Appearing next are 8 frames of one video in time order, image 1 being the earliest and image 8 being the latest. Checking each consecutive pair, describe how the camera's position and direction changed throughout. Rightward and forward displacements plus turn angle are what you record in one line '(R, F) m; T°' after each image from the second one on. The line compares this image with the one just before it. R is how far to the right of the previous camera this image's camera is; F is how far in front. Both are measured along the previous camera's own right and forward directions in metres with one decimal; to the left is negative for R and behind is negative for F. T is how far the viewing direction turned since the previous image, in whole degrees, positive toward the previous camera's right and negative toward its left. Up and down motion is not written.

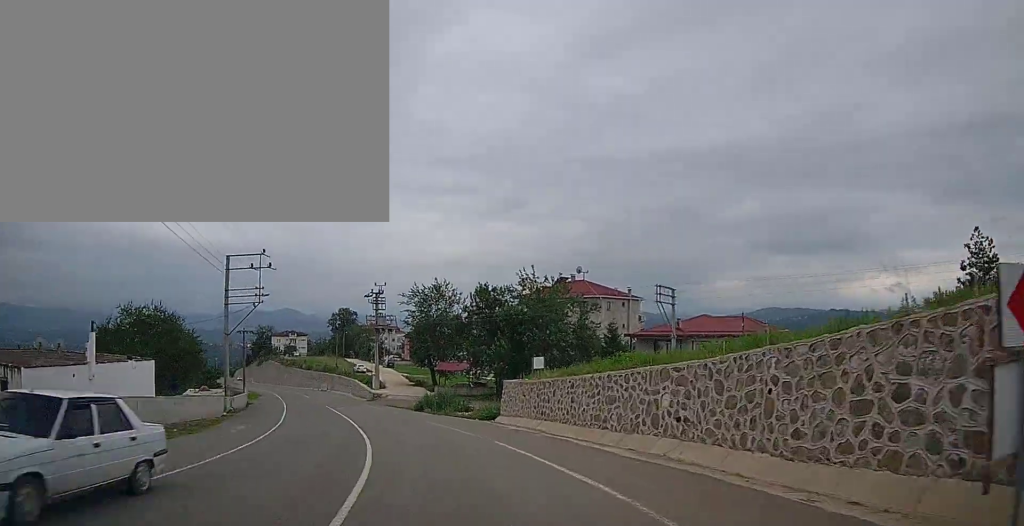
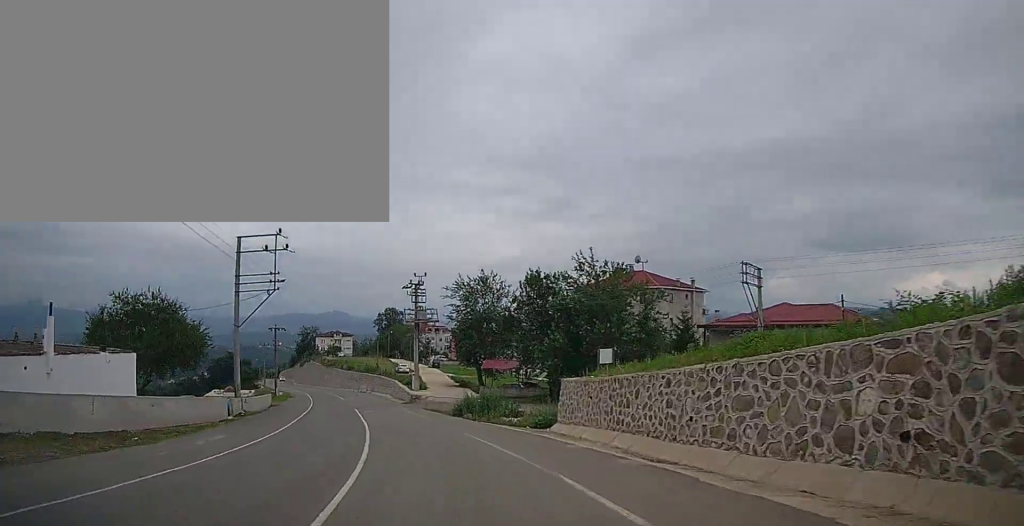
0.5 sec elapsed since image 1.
(-0.1, +6.2) m; -4°
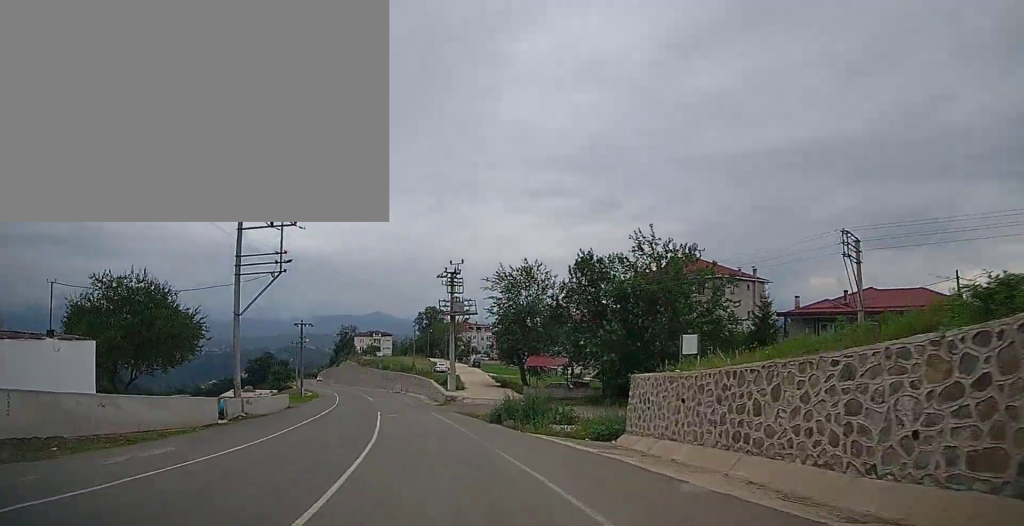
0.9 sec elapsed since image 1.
(-0.3, +5.5) m; -3°
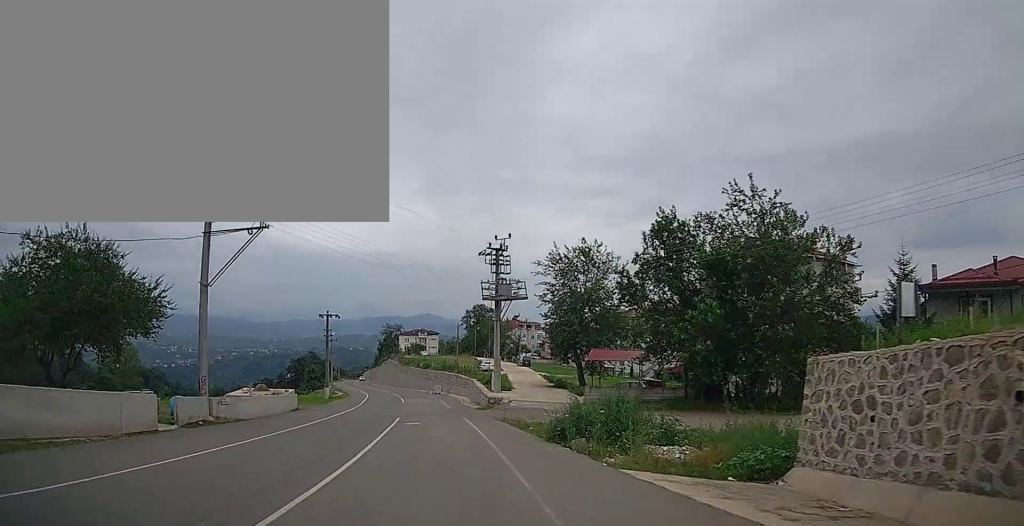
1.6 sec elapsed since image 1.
(-0.3, +9.0) m; -5°
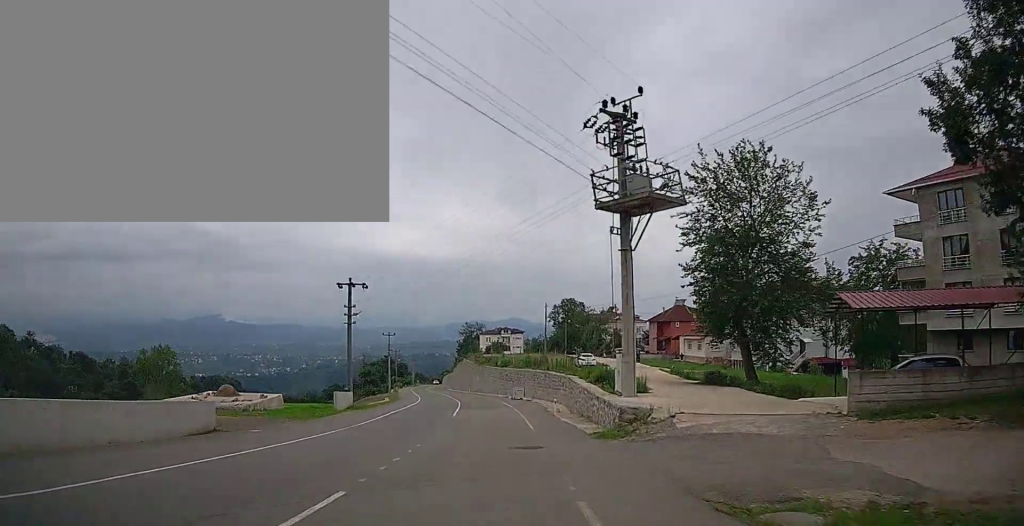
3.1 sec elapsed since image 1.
(-2.2, +19.8) m; -10°
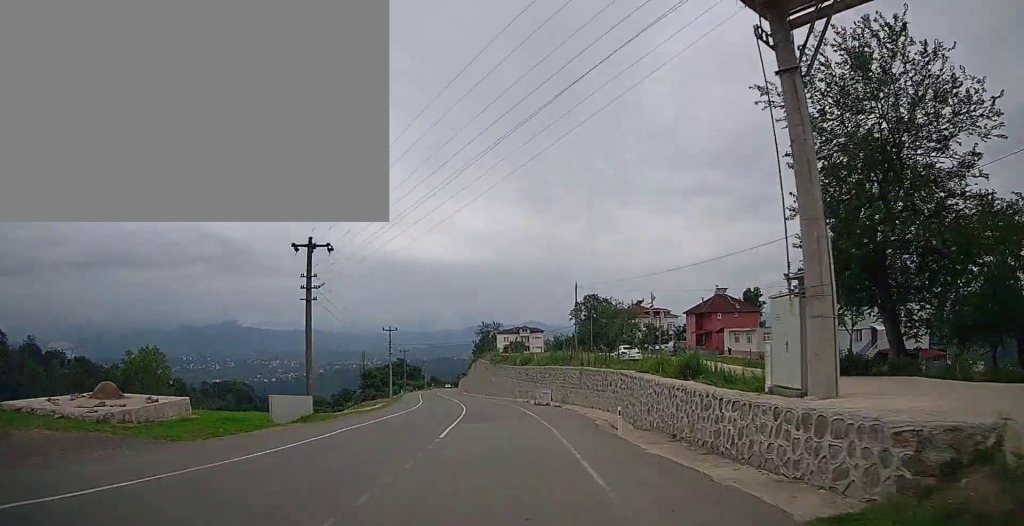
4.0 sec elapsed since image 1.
(-0.5, +12.4) m; -3°
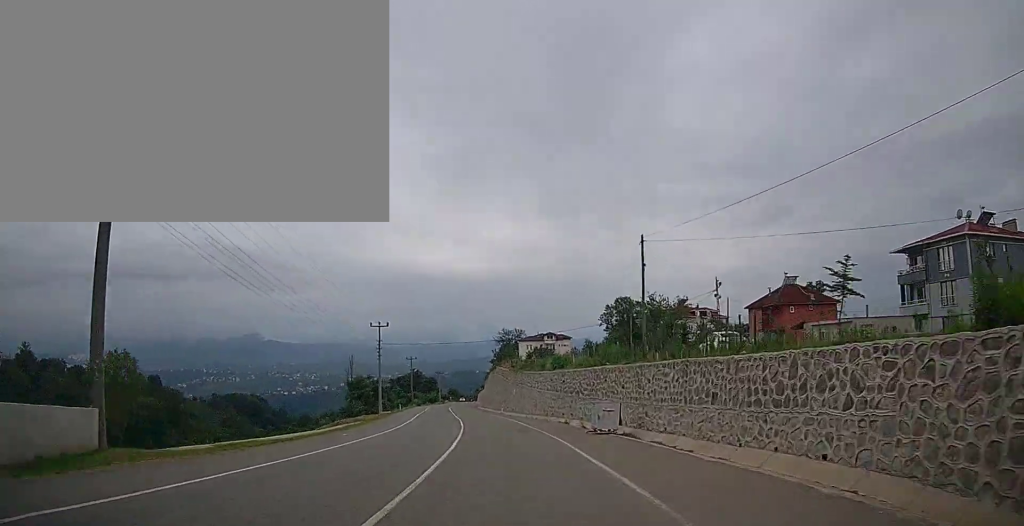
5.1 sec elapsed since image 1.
(-0.3, +17.2) m; -2°
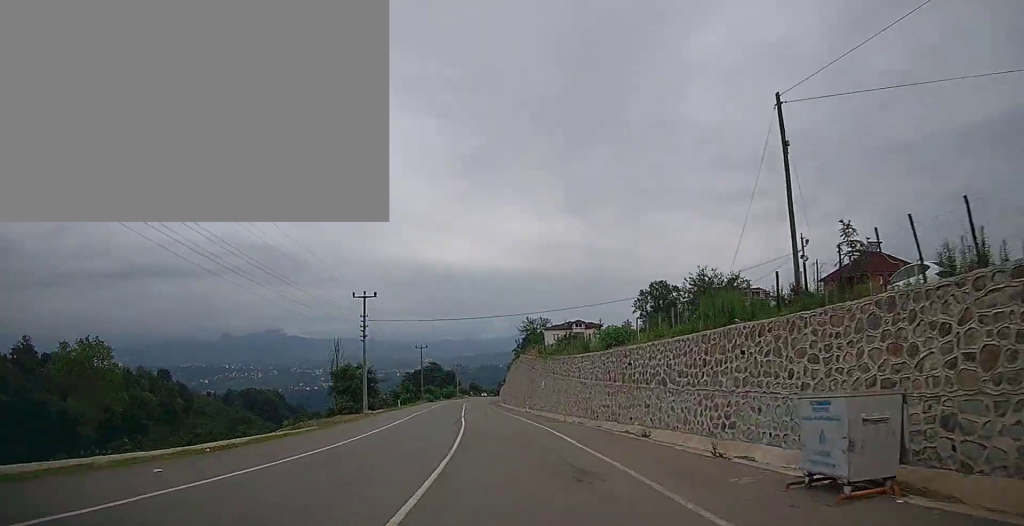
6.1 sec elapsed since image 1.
(-0.3, +15.1) m; -2°
